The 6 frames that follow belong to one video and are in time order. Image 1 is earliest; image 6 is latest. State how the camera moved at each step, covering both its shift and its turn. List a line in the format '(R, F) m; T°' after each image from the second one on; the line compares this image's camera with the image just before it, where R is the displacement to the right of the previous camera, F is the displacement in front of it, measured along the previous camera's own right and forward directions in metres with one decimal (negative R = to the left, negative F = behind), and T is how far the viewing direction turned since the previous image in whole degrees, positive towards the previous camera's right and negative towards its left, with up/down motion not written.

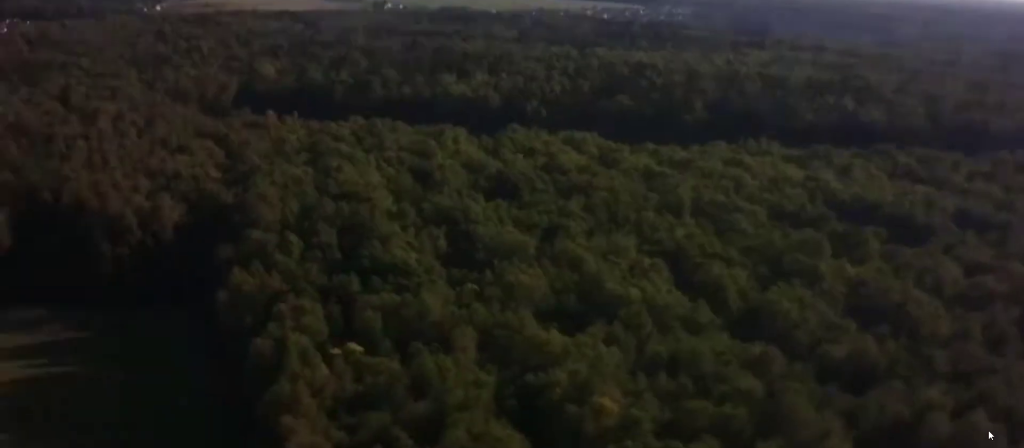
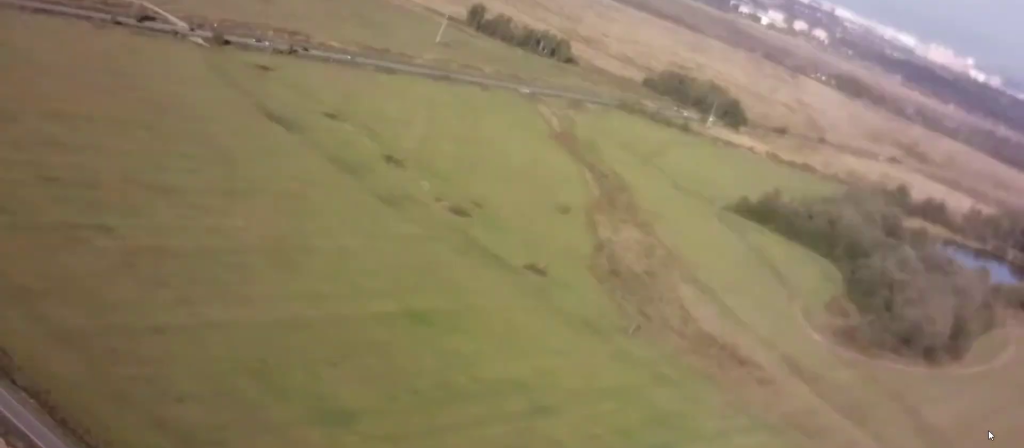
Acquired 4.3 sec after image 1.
(-34.0, +15.3) m; -142°
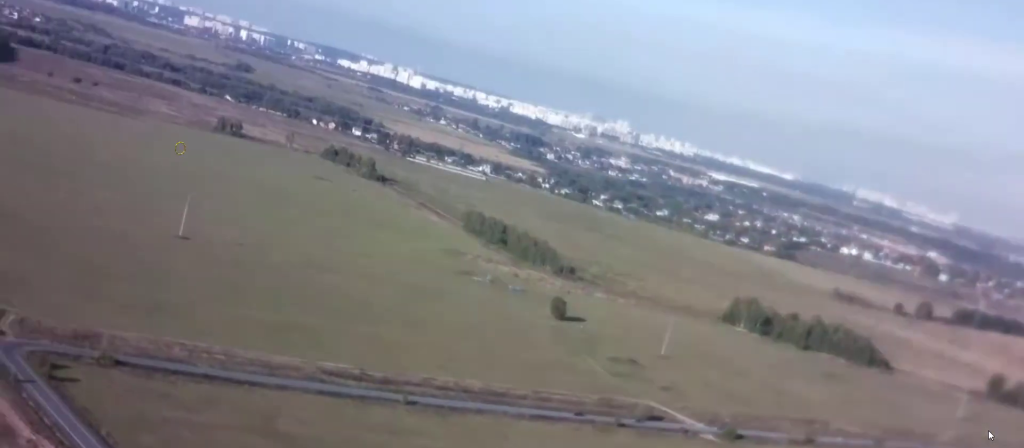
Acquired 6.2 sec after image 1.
(-7.2, +20.9) m; -33°
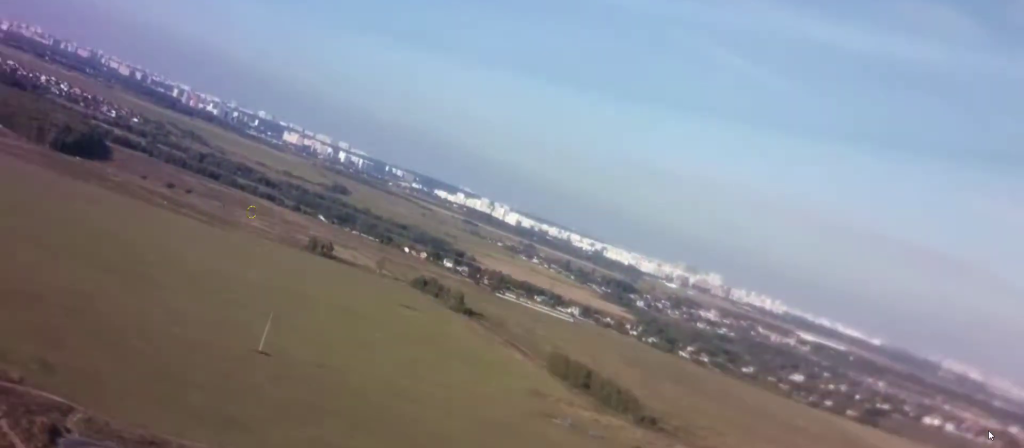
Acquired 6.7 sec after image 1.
(-0.6, +7.1) m; -9°
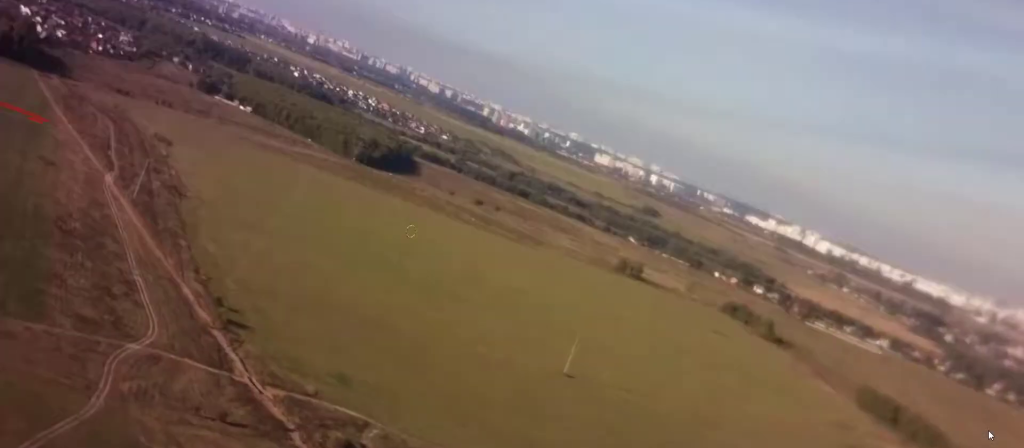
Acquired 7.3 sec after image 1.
(-0.5, +6.8) m; -9°
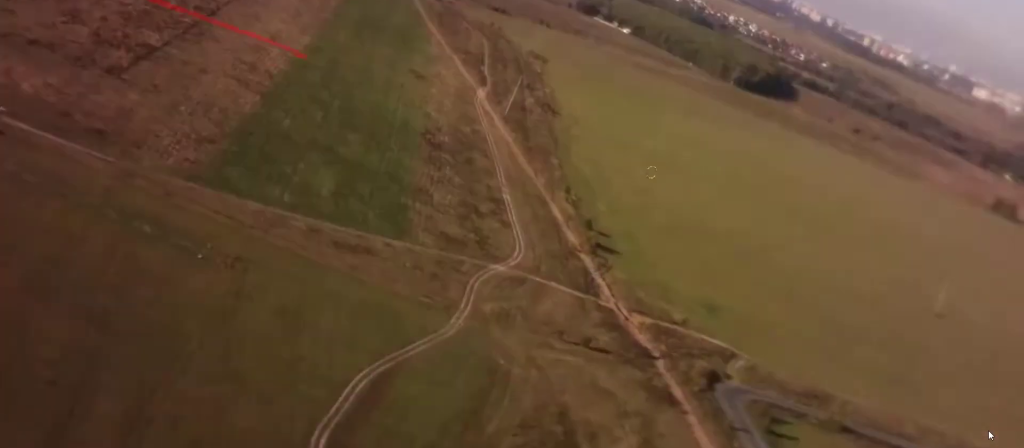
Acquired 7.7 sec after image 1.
(-0.4, +6.2) m; -8°
